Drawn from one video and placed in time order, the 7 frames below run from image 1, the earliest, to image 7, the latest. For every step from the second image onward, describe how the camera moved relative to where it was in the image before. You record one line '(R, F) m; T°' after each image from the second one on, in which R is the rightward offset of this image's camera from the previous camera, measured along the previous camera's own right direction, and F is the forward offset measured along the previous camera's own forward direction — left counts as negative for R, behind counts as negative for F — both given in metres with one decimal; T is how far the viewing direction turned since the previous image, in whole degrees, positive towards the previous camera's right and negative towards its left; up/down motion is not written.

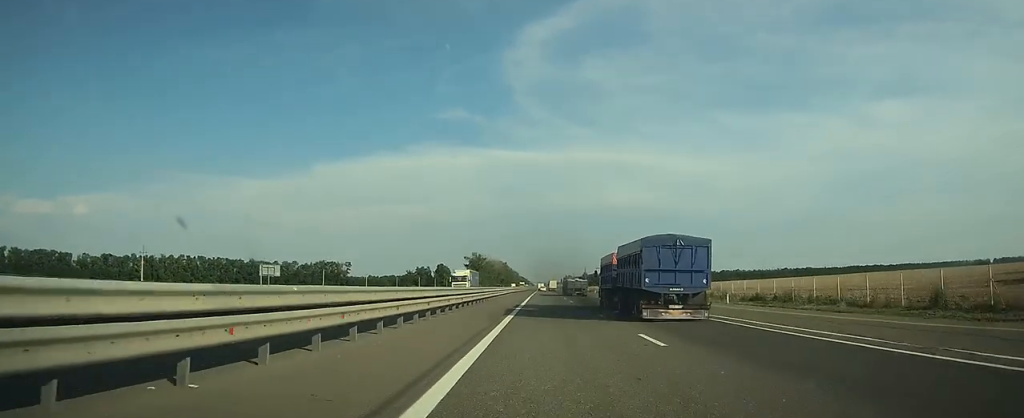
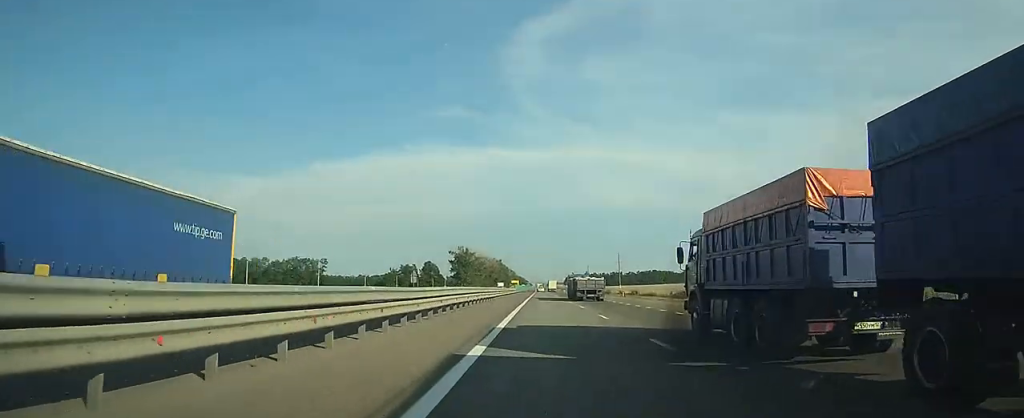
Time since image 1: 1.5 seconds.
(0.0, +49.5) m; 0°
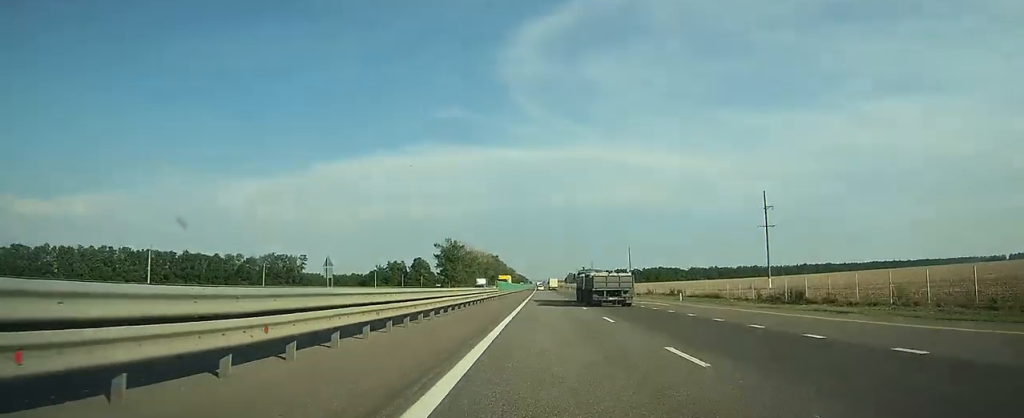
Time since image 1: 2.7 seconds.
(0.0, +37.7) m; 0°
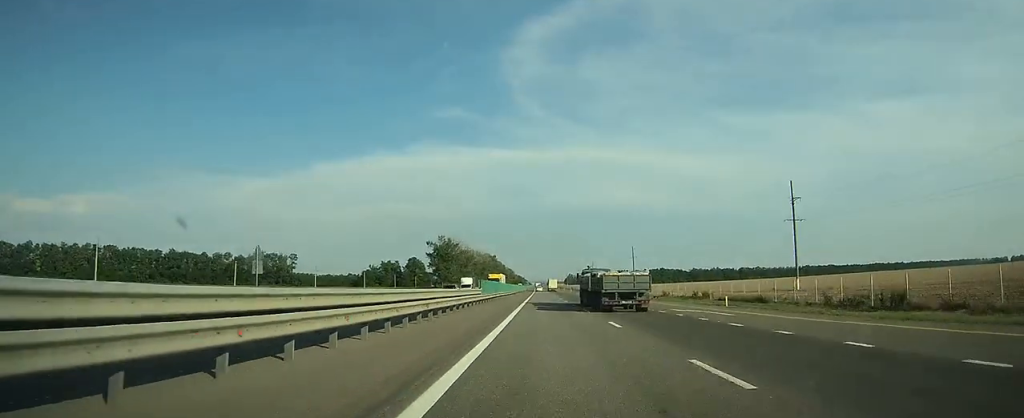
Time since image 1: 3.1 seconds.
(0.0, +14.0) m; 0°
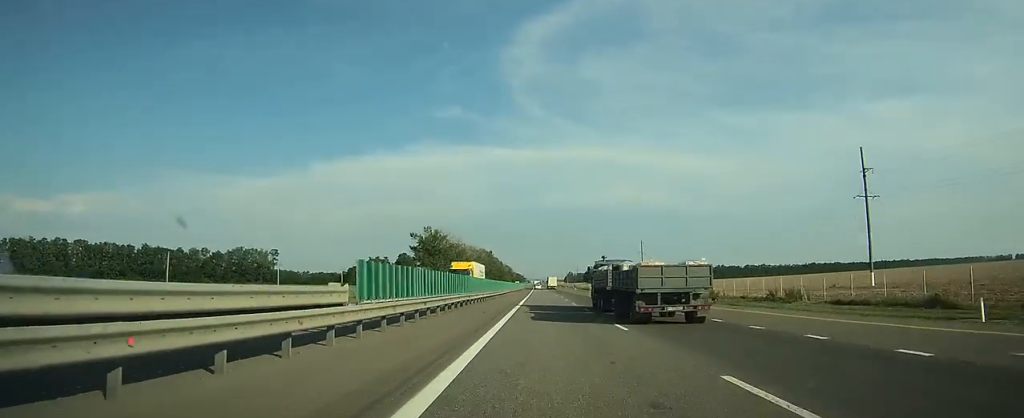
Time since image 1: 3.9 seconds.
(0.0, +25.9) m; 0°
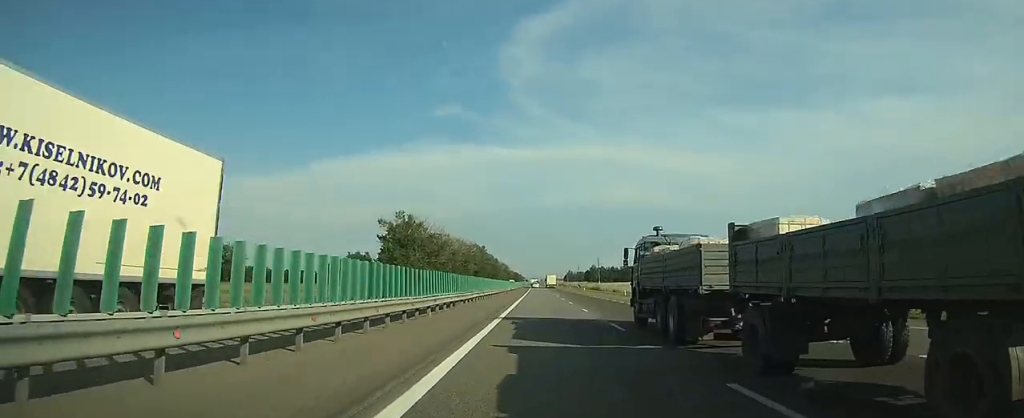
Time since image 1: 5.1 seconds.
(+0.1, +36.7) m; 0°
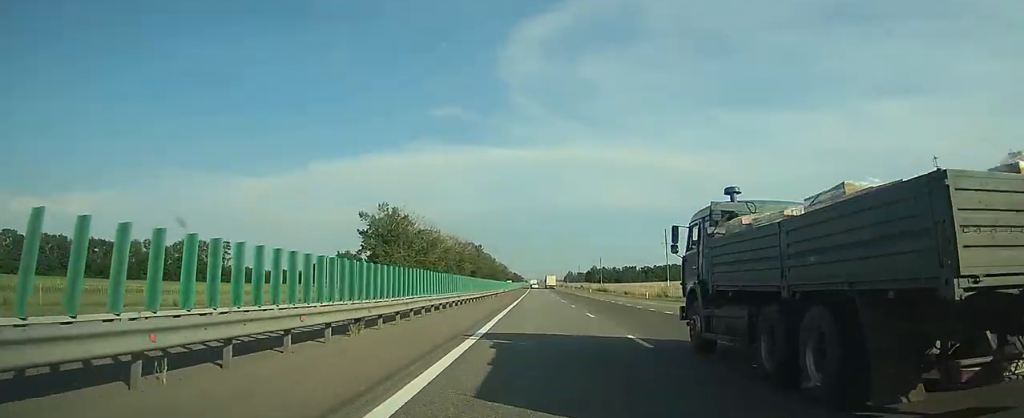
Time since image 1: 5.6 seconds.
(0.0, +16.2) m; 0°
